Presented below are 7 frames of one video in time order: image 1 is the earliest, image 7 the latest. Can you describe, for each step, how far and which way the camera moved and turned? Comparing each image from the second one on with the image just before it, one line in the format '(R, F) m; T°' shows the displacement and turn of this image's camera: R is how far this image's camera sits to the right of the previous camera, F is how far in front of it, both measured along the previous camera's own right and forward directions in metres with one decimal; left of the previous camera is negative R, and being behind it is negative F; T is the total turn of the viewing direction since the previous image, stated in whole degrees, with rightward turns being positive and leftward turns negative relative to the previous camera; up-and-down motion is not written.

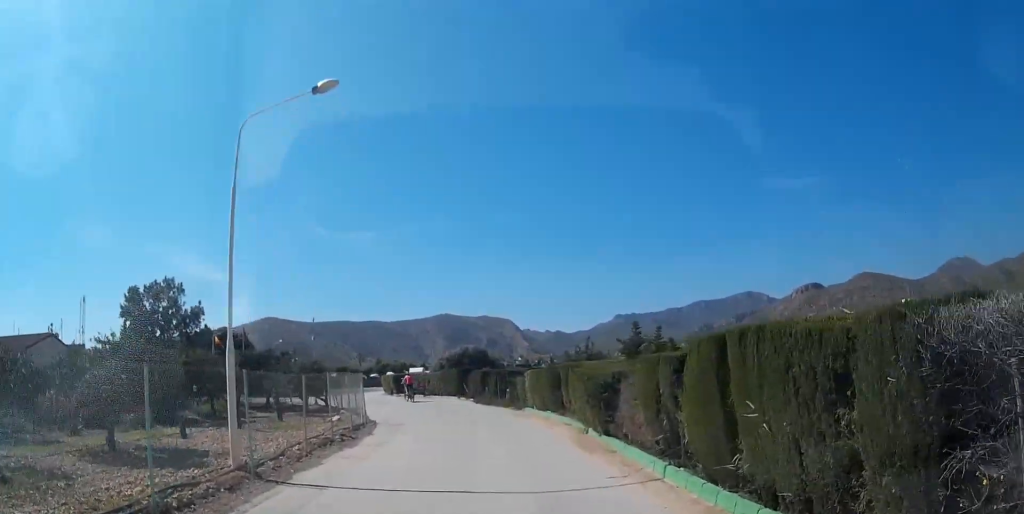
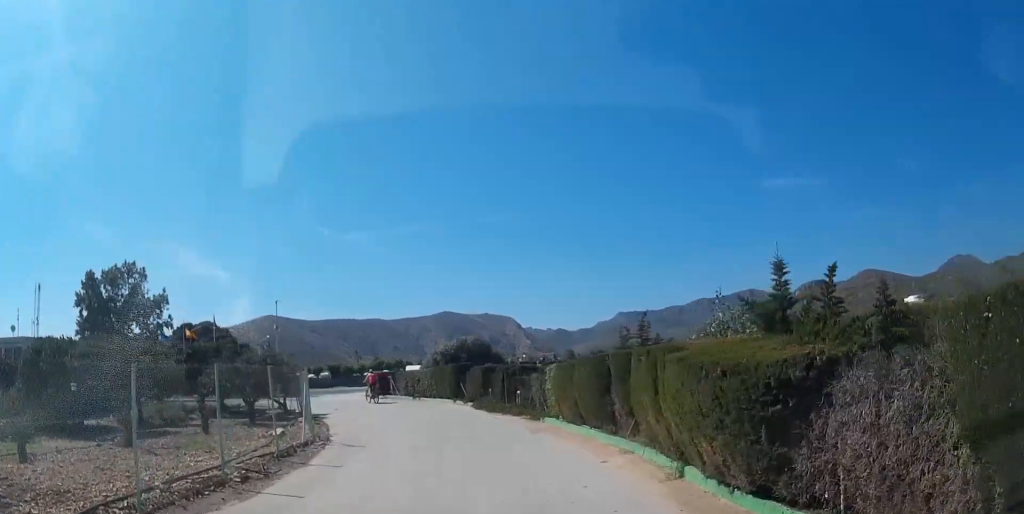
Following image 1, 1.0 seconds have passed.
(0.0, +7.9) m; +1°
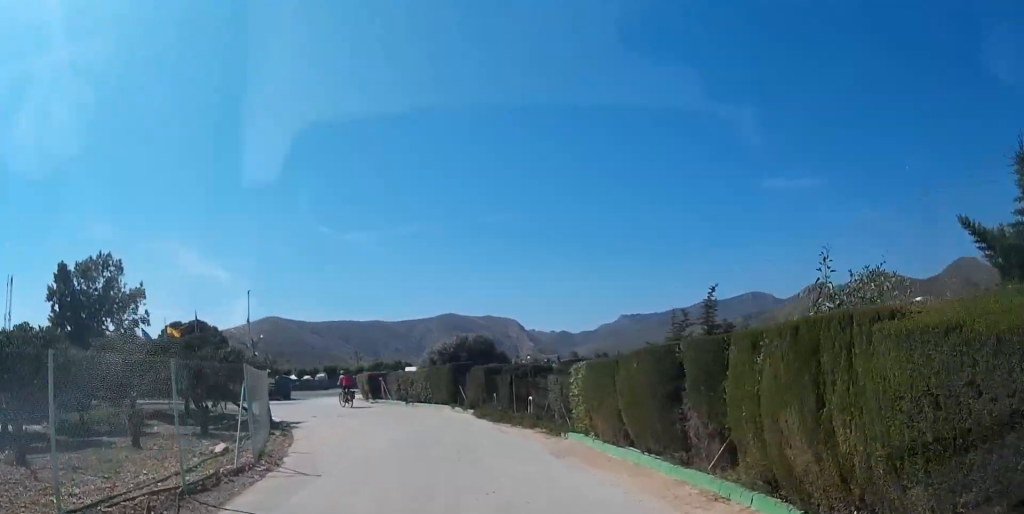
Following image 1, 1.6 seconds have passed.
(0.0, +4.6) m; +1°
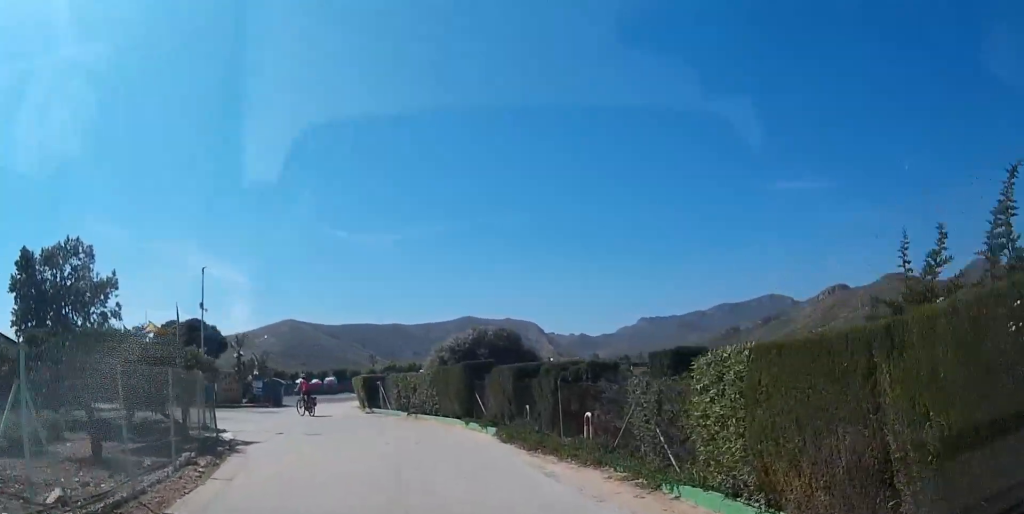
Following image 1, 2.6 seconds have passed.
(+0.1, +7.1) m; -1°
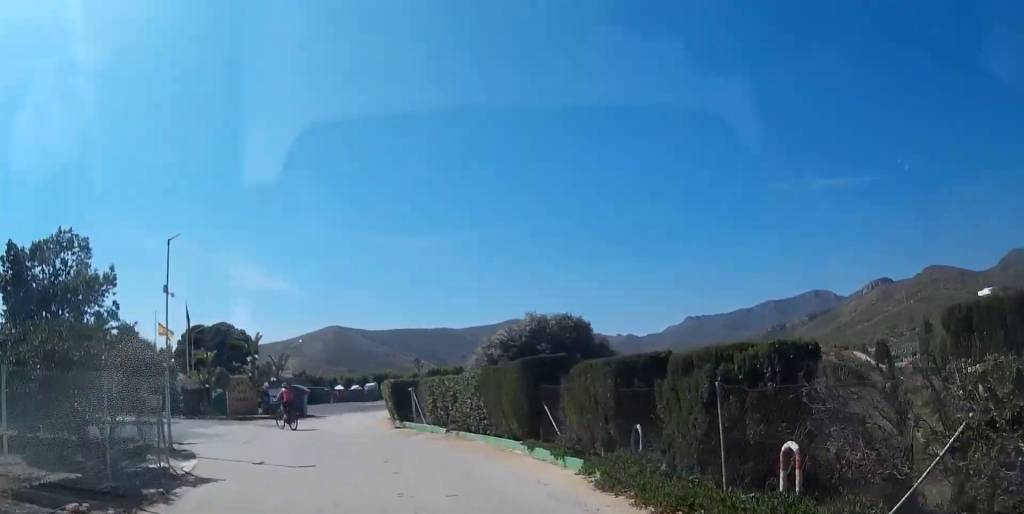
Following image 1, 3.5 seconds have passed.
(-0.2, +6.3) m; -3°
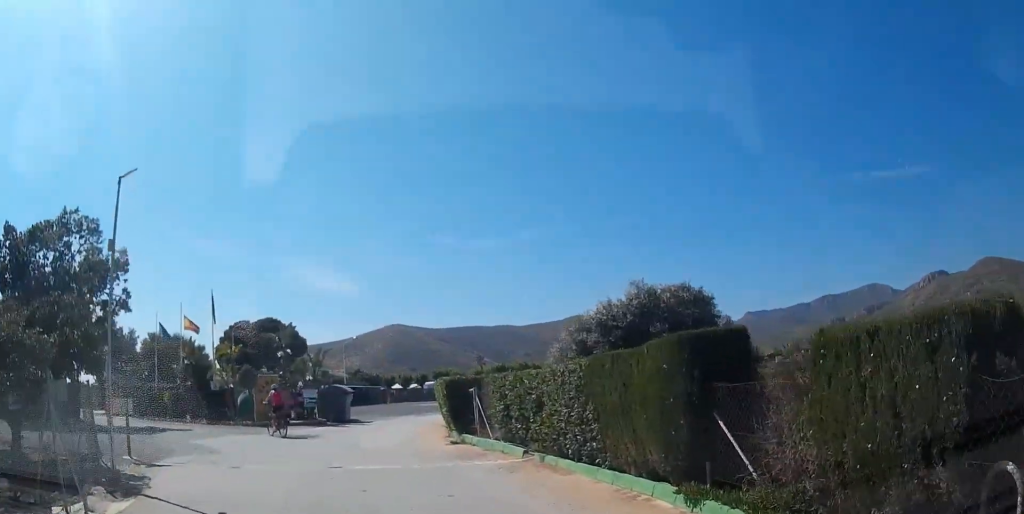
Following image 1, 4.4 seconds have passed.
(-0.1, +6.0) m; -6°
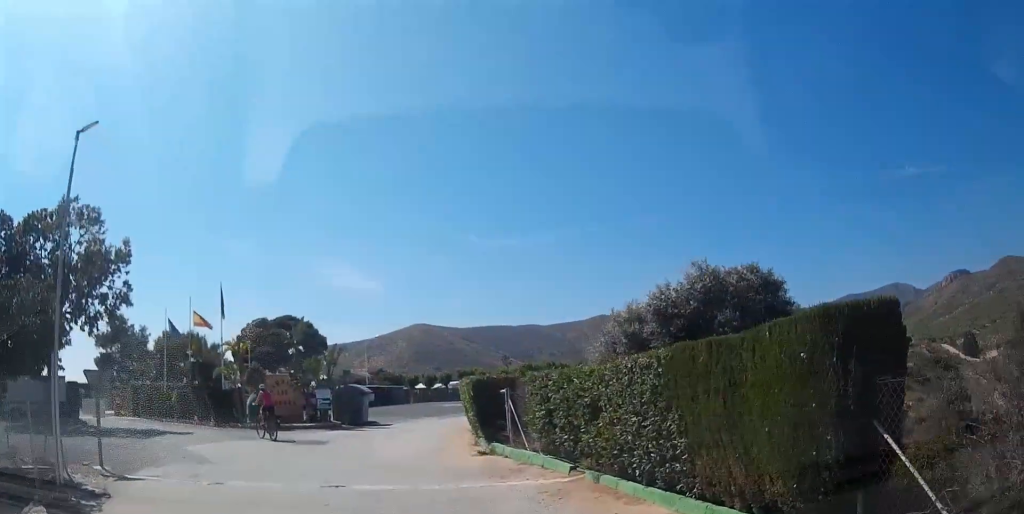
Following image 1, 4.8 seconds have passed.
(-0.1, +2.6) m; -3°
